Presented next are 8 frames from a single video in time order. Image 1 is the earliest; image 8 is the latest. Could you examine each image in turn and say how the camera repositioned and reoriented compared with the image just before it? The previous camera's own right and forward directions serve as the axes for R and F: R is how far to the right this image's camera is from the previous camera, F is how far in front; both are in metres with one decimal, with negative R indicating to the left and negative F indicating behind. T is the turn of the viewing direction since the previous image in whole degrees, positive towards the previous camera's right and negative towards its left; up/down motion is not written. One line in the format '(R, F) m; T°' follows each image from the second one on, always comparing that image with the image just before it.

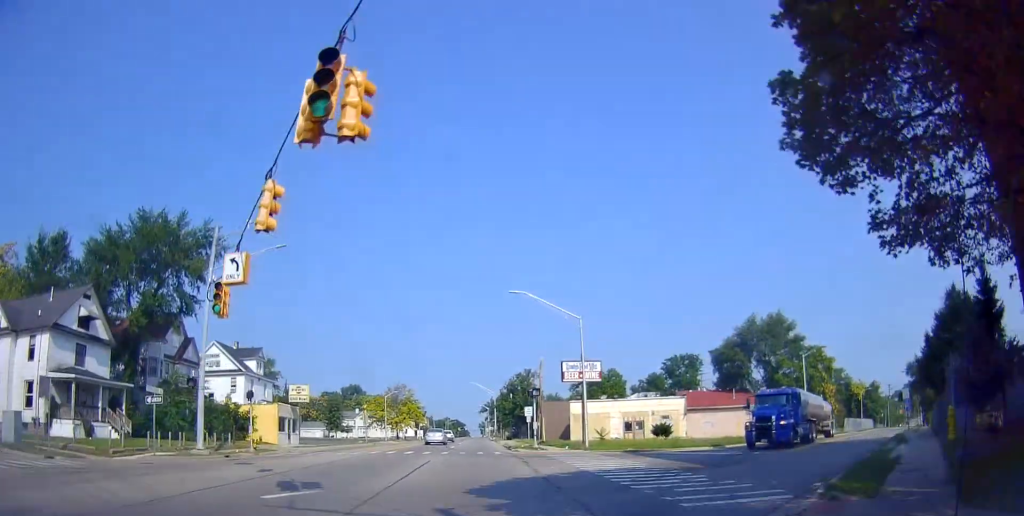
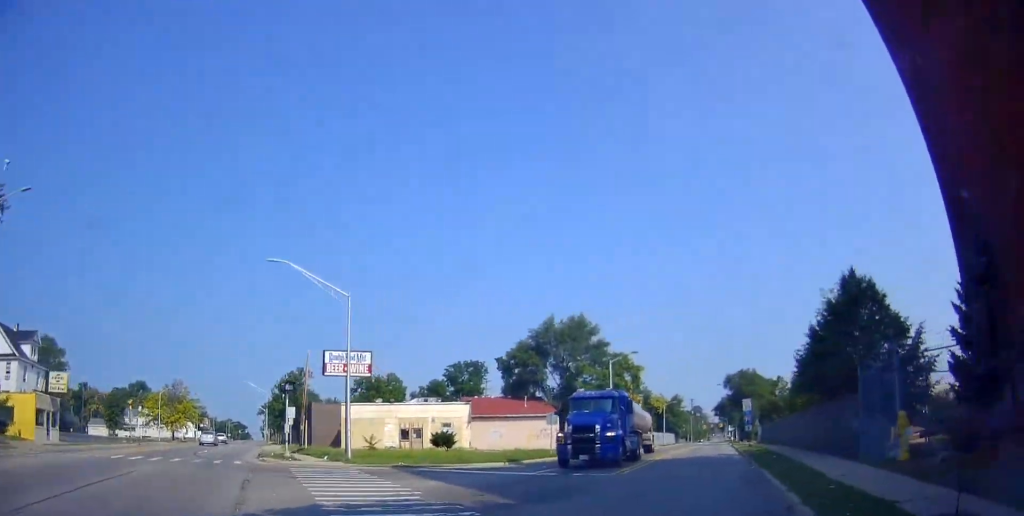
(+0.8, +7.7) m; +14°
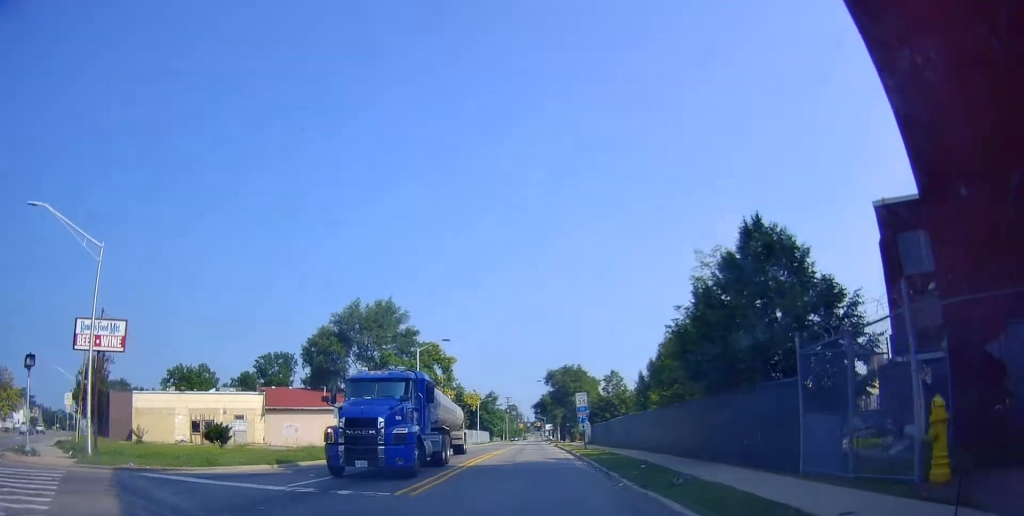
(+1.0, +6.7) m; +16°
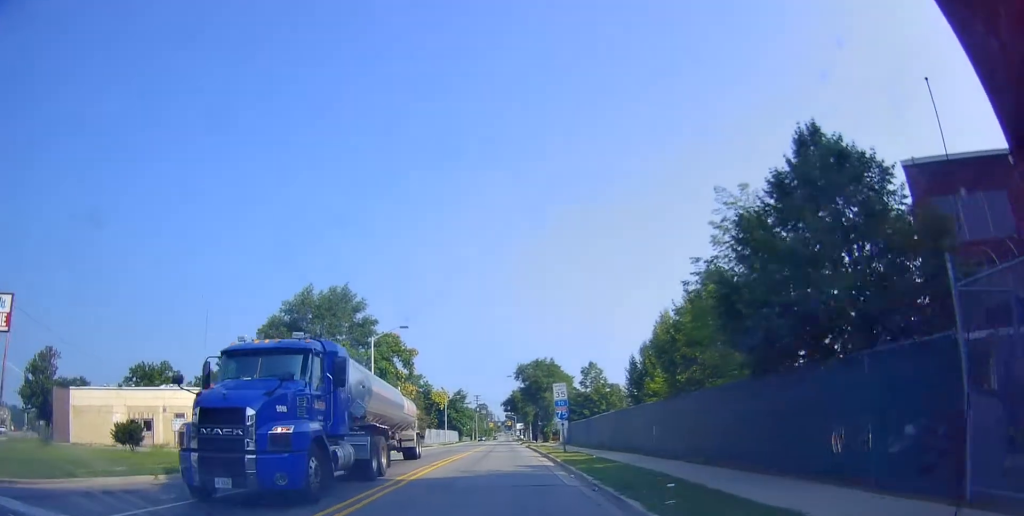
(+0.6, +5.5) m; +5°
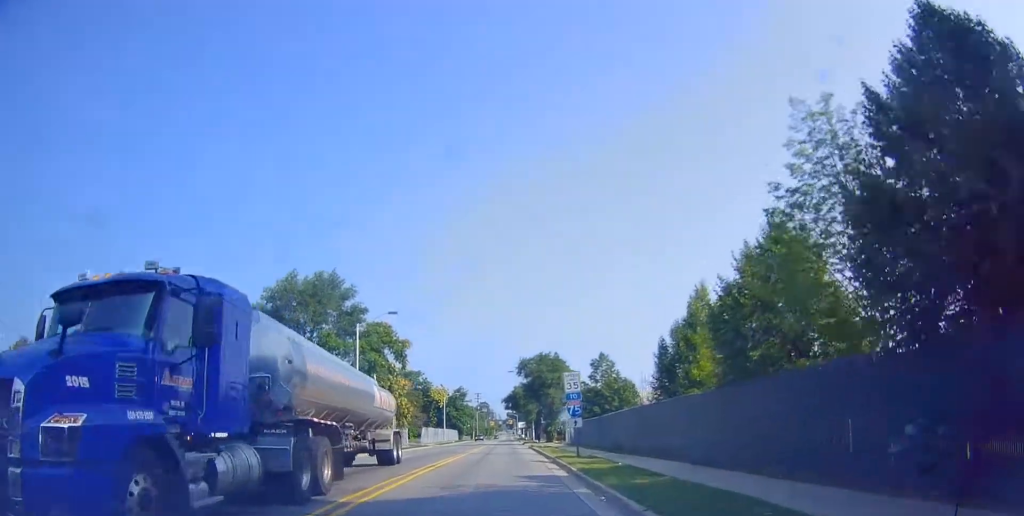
(+0.2, +4.7) m; -1°
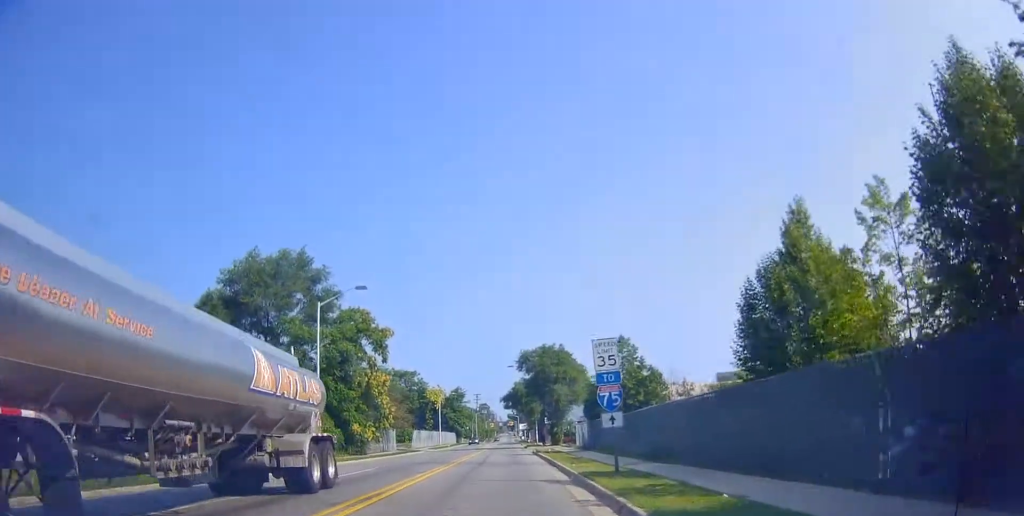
(-0.6, +8.3) m; +1°
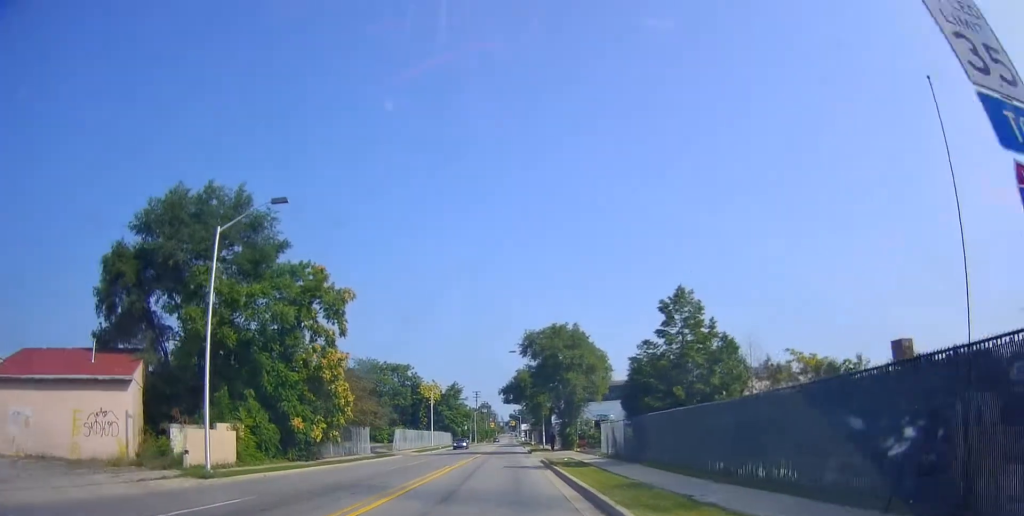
(+1.1, +13.2) m; +5°
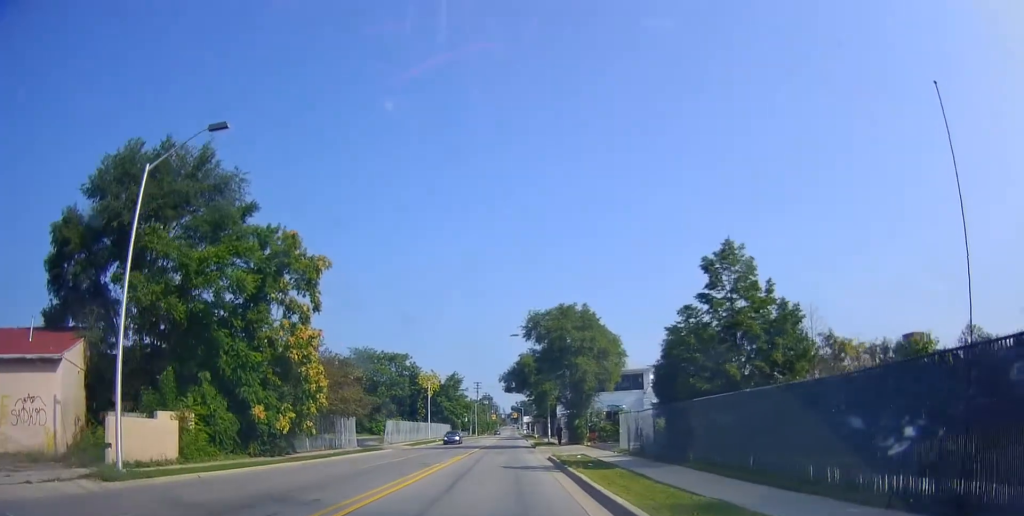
(0.0, +5.5) m; 0°
